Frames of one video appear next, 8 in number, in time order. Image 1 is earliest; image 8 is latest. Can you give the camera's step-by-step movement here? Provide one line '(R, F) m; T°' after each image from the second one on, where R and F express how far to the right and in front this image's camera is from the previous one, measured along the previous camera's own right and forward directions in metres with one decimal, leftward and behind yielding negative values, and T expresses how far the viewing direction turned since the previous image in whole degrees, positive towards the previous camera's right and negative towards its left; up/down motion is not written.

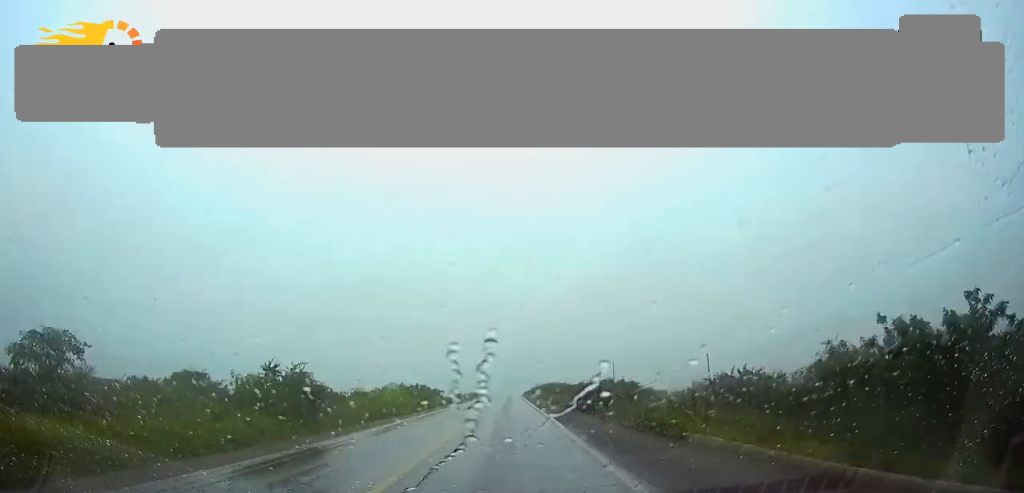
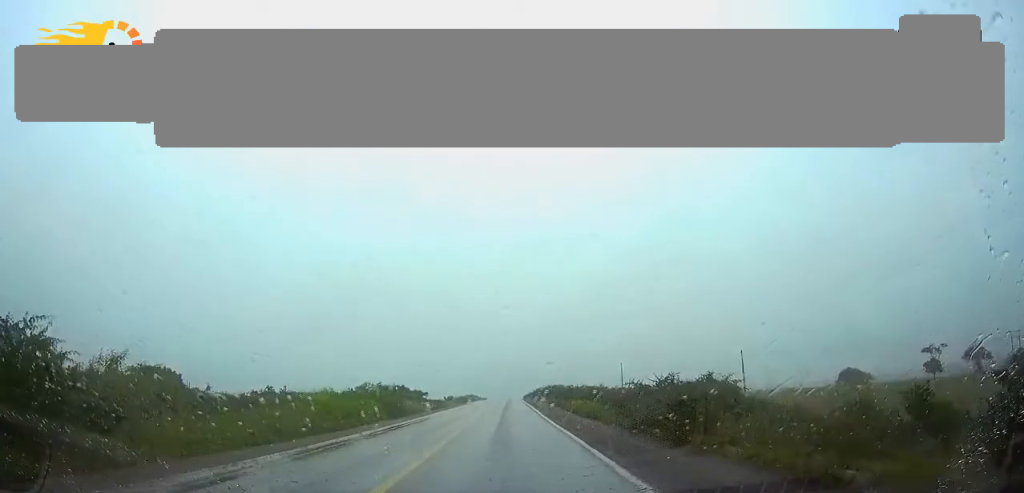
(0.0, +16.8) m; 0°
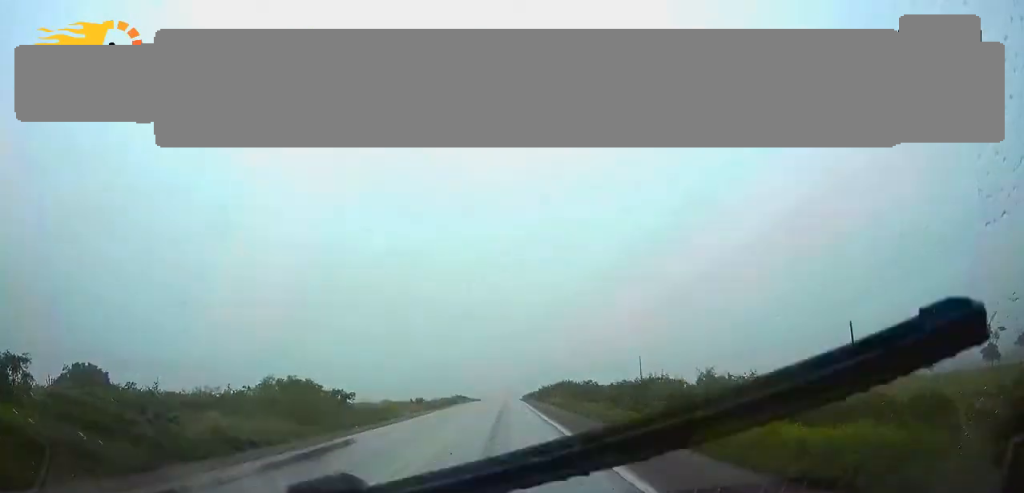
(0.0, +32.8) m; 0°
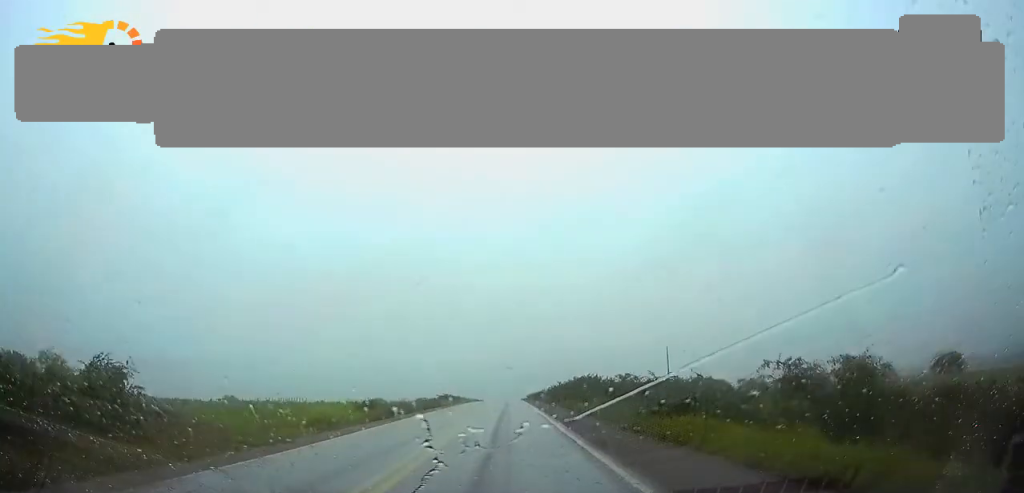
(-0.1, +26.7) m; 0°
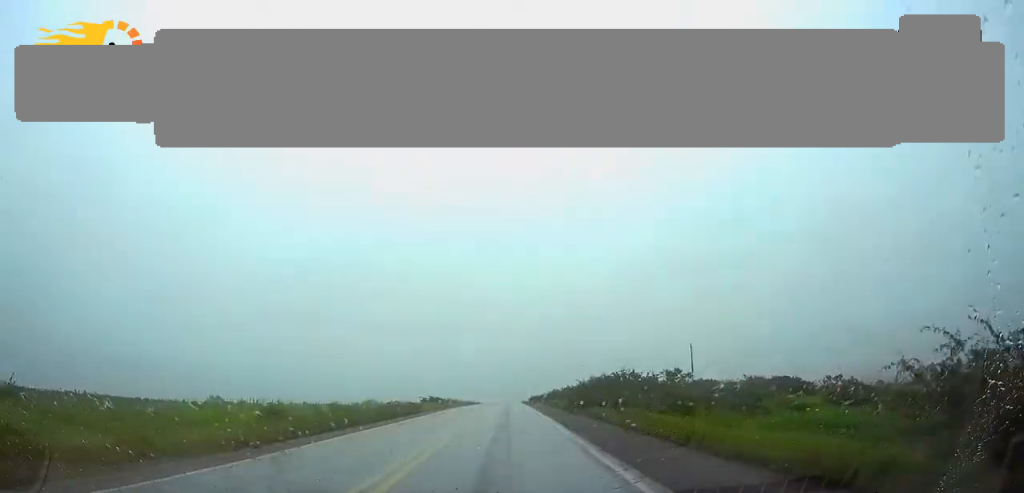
(0.0, +18.7) m; 0°
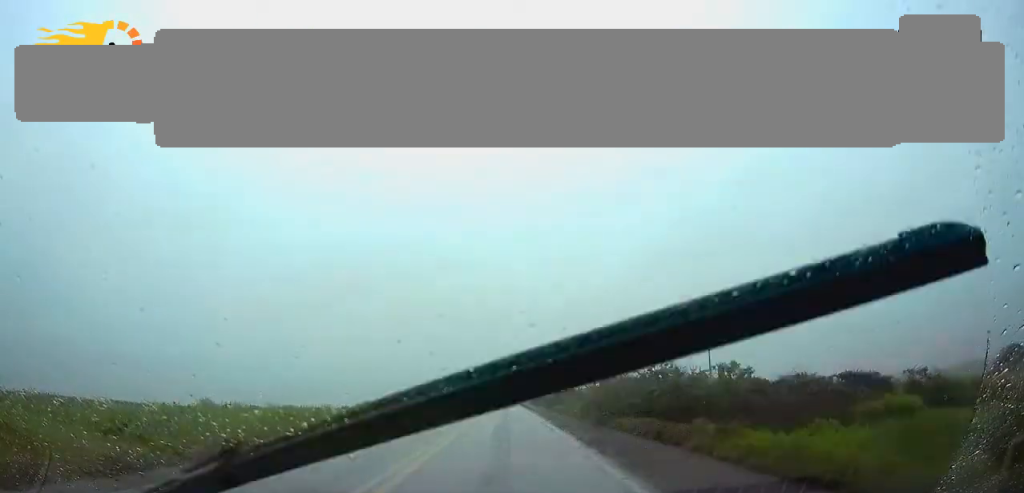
(0.0, +11.6) m; 0°
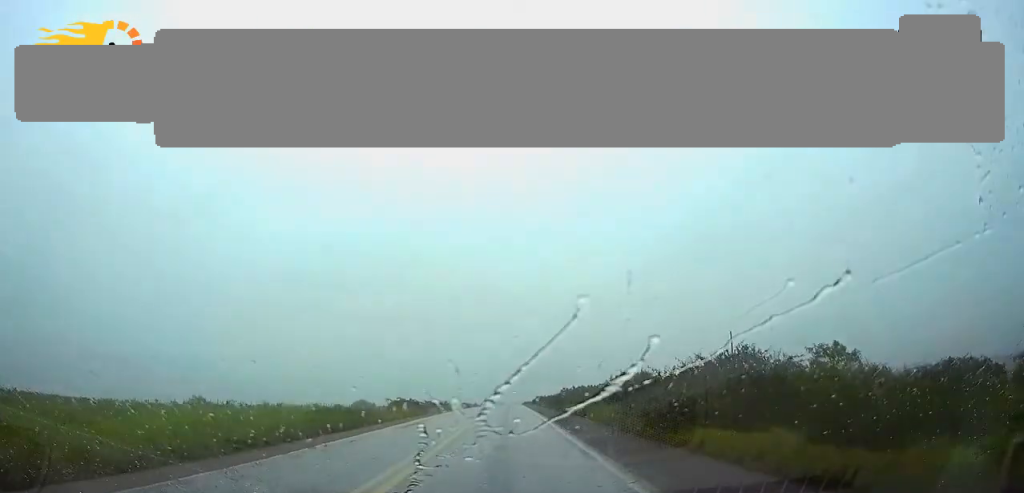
(0.0, +10.7) m; 0°
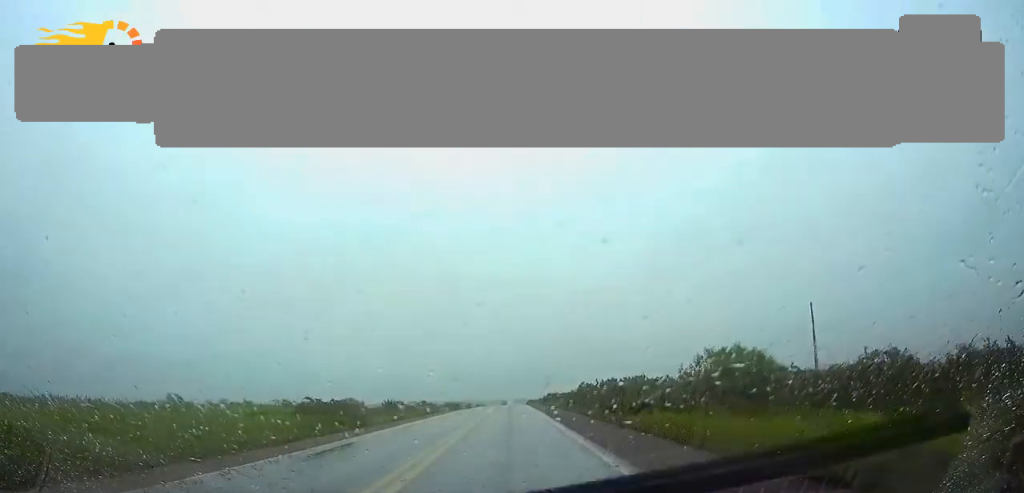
(-0.1, +27.7) m; 0°
